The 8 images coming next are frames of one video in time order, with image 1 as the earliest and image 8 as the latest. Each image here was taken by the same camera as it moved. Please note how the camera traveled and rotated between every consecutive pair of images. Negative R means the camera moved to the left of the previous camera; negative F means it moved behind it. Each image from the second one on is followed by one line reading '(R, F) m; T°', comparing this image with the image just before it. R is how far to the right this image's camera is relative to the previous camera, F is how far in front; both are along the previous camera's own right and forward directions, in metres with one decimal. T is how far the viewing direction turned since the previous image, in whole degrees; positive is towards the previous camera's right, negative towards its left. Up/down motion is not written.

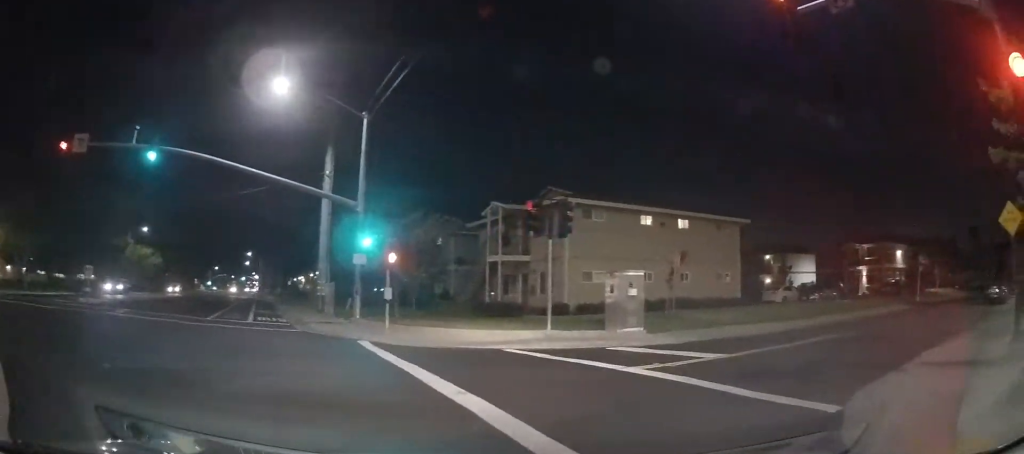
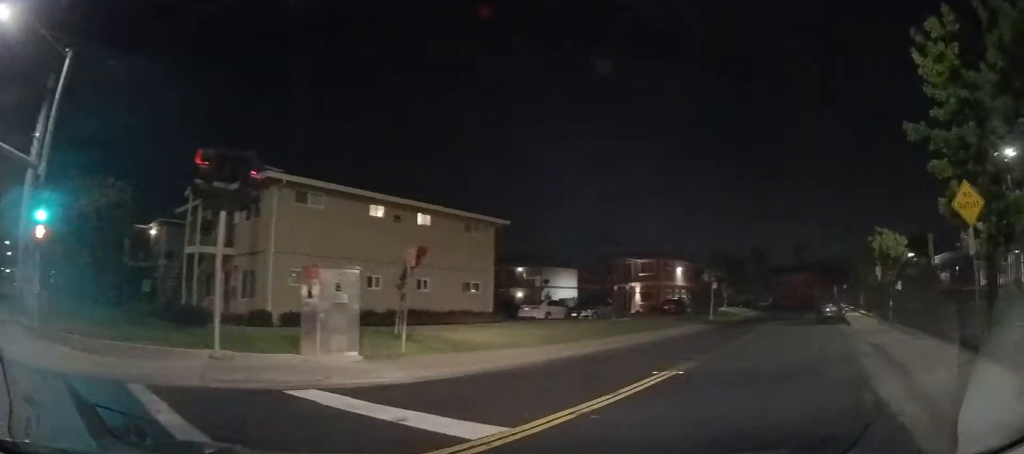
(+1.3, +5.1) m; +30°
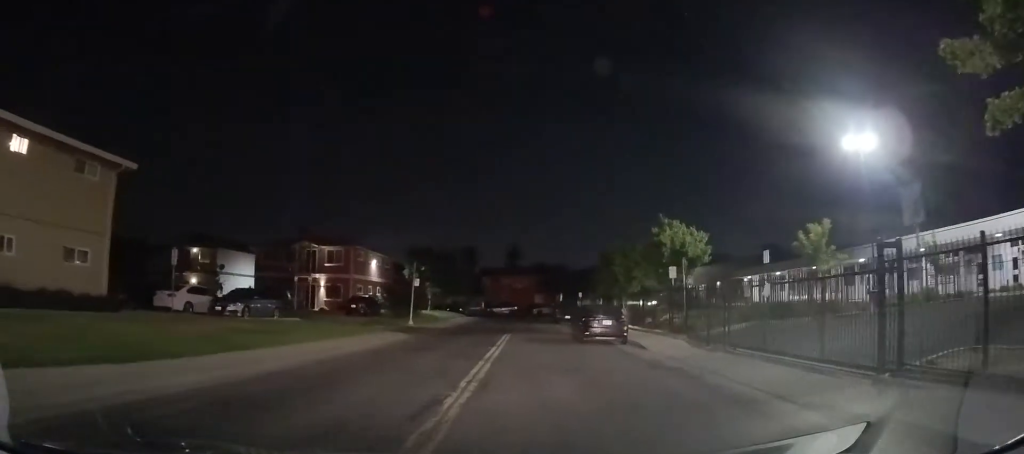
(+3.3, +8.2) m; +29°
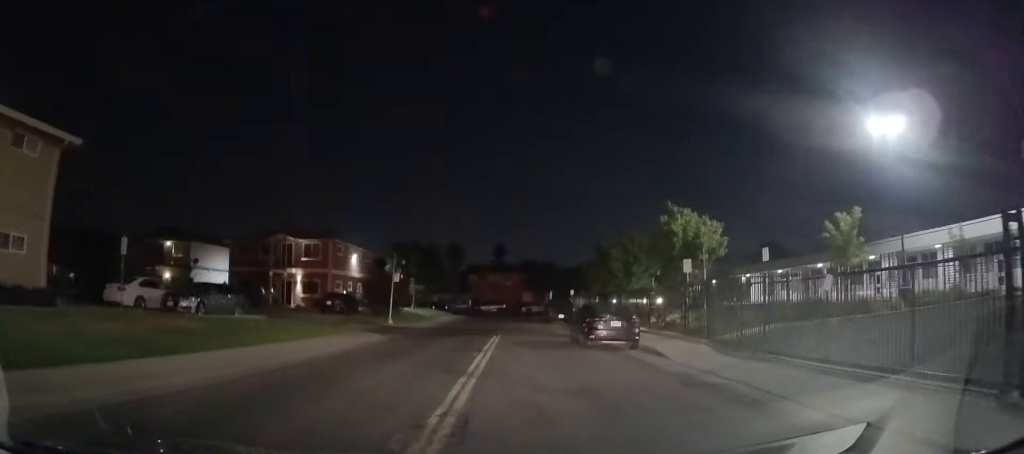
(+0.1, +2.9) m; +2°
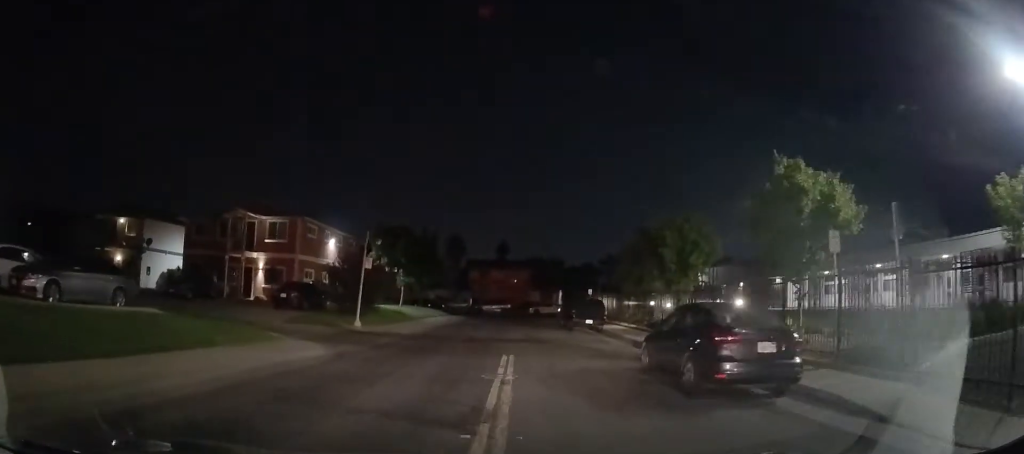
(0.0, +8.4) m; 0°
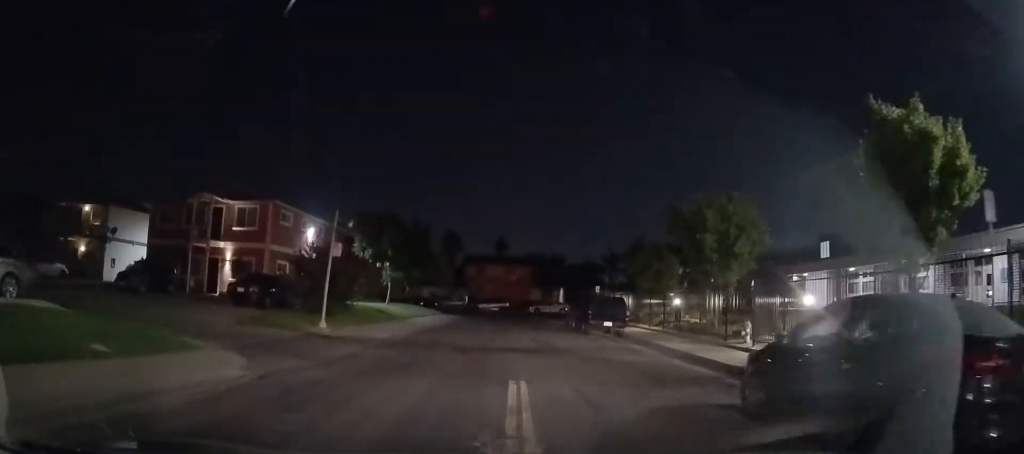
(0.0, +4.6) m; 0°
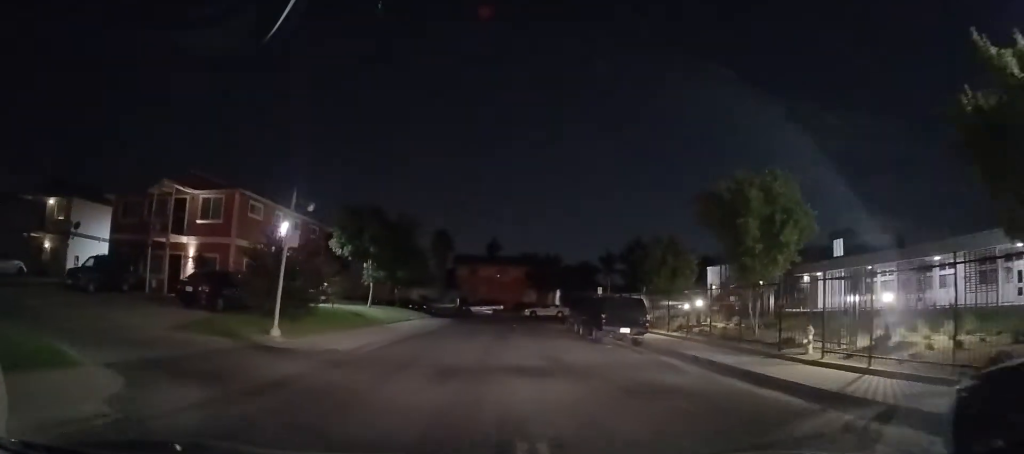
(0.0, +3.8) m; 0°
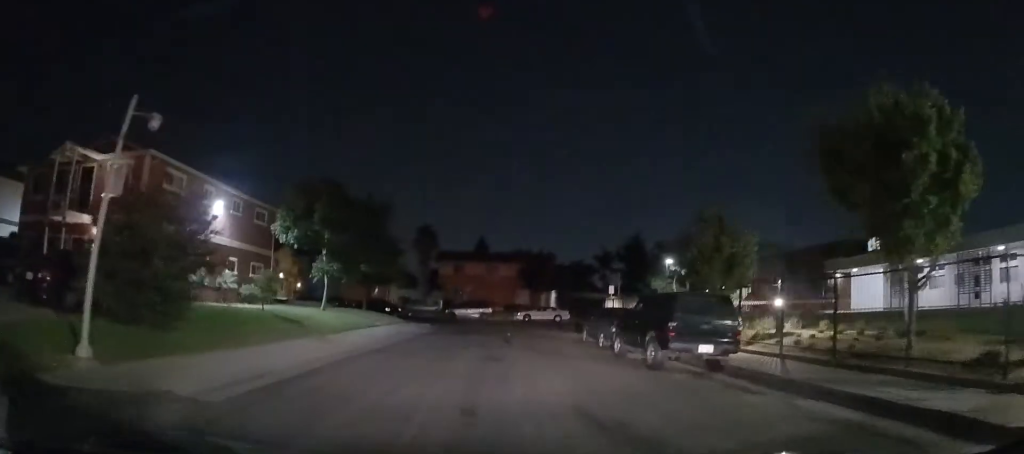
(0.0, +7.8) m; 0°
